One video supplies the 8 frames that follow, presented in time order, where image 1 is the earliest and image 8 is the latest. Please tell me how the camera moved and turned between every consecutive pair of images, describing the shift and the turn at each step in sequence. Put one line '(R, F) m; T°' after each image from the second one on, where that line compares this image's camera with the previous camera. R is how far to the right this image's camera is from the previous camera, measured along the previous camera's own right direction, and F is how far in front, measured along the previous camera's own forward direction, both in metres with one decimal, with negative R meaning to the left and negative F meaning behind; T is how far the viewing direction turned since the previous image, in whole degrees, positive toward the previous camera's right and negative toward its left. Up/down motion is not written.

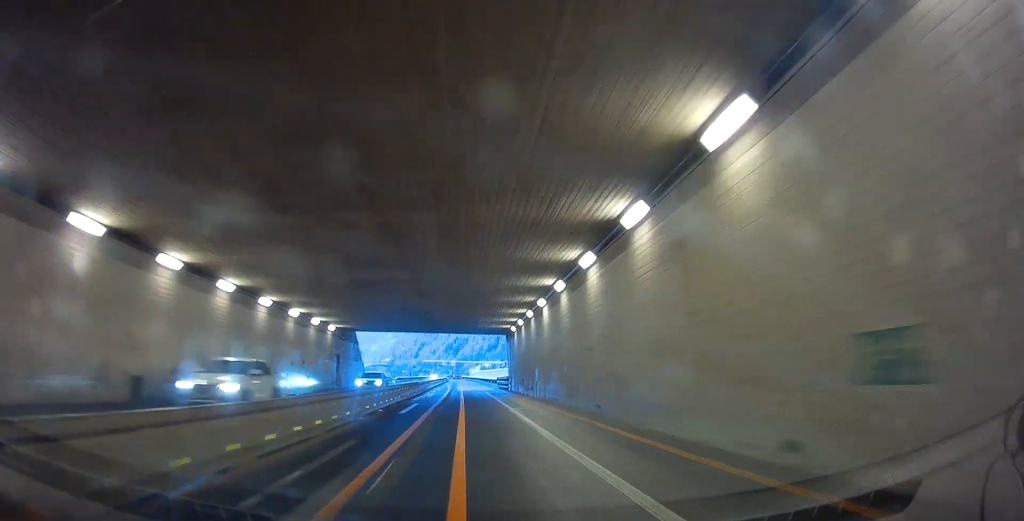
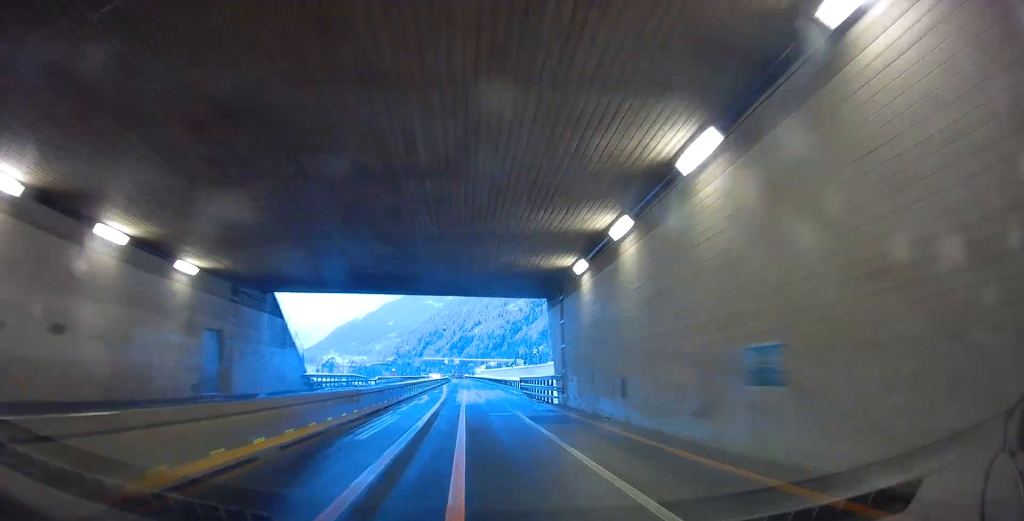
(0.0, +22.9) m; 0°
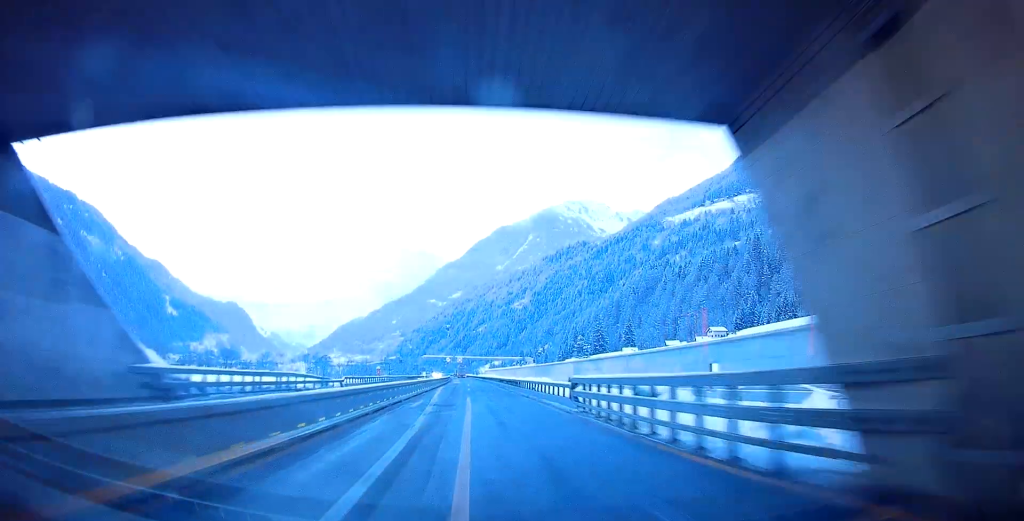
(0.0, +19.0) m; 0°
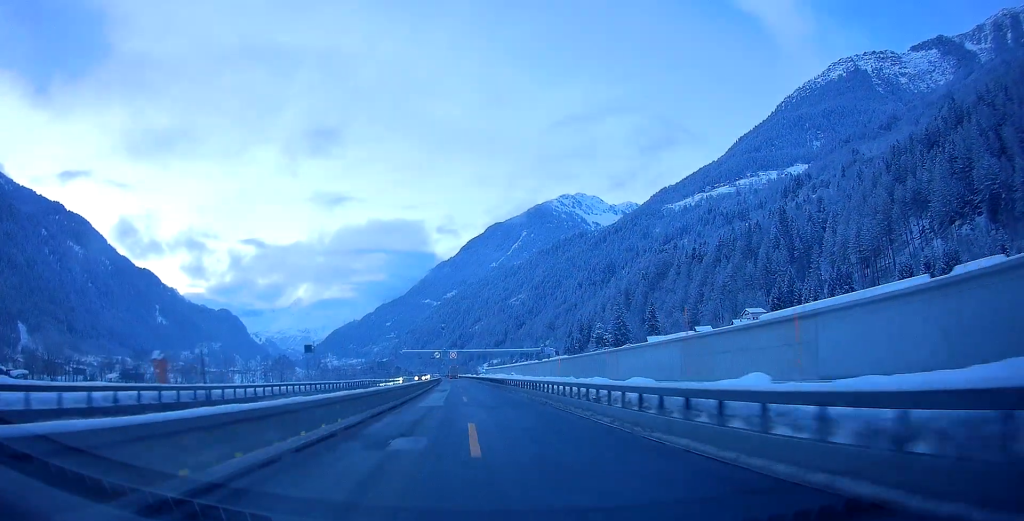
(-1.4, +54.1) m; -1°
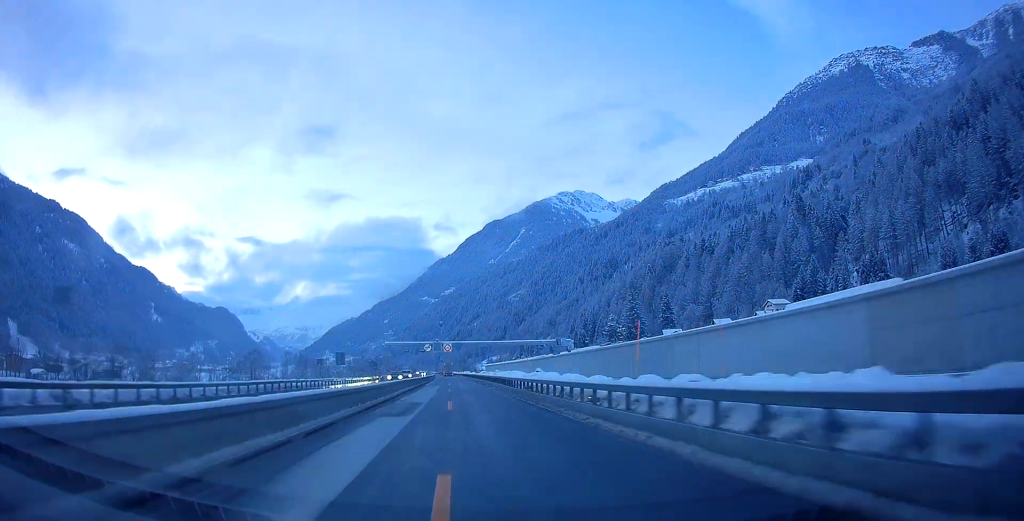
(+0.3, +26.8) m; 0°
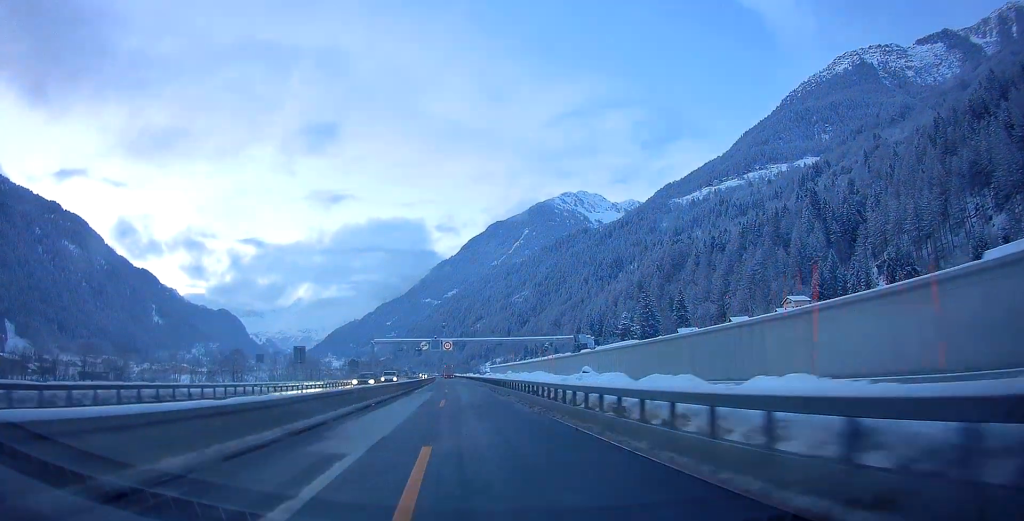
(-0.1, +16.2) m; -1°
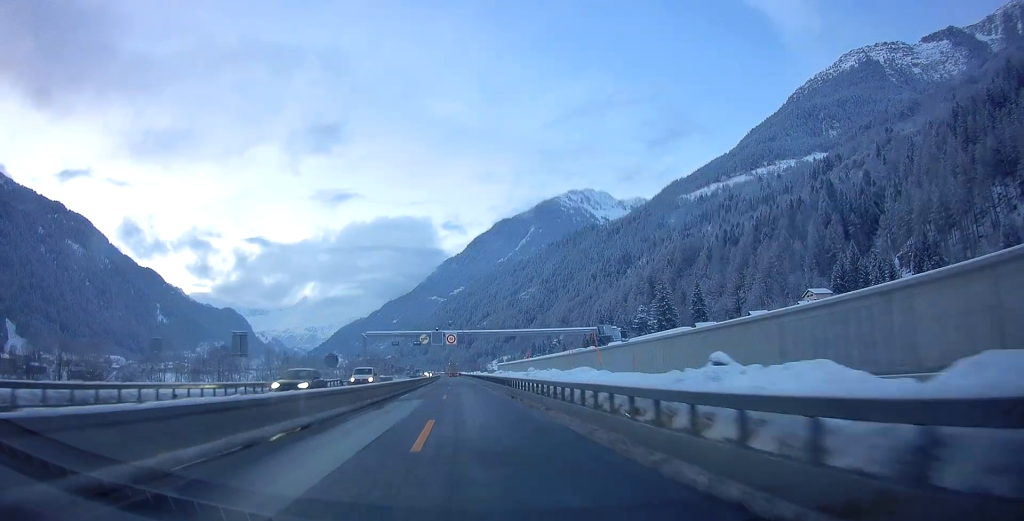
(-0.1, +12.9) m; -1°
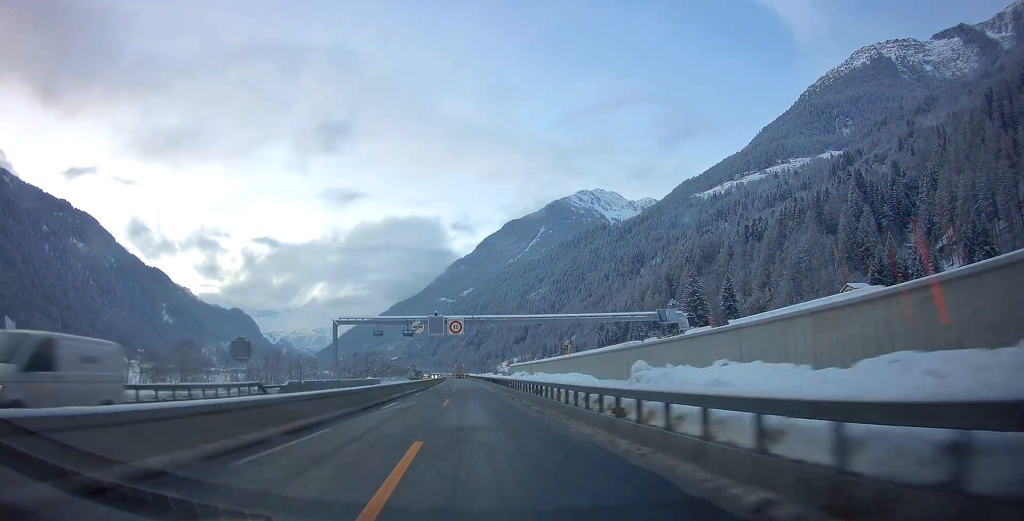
(-0.2, +23.3) m; 0°
